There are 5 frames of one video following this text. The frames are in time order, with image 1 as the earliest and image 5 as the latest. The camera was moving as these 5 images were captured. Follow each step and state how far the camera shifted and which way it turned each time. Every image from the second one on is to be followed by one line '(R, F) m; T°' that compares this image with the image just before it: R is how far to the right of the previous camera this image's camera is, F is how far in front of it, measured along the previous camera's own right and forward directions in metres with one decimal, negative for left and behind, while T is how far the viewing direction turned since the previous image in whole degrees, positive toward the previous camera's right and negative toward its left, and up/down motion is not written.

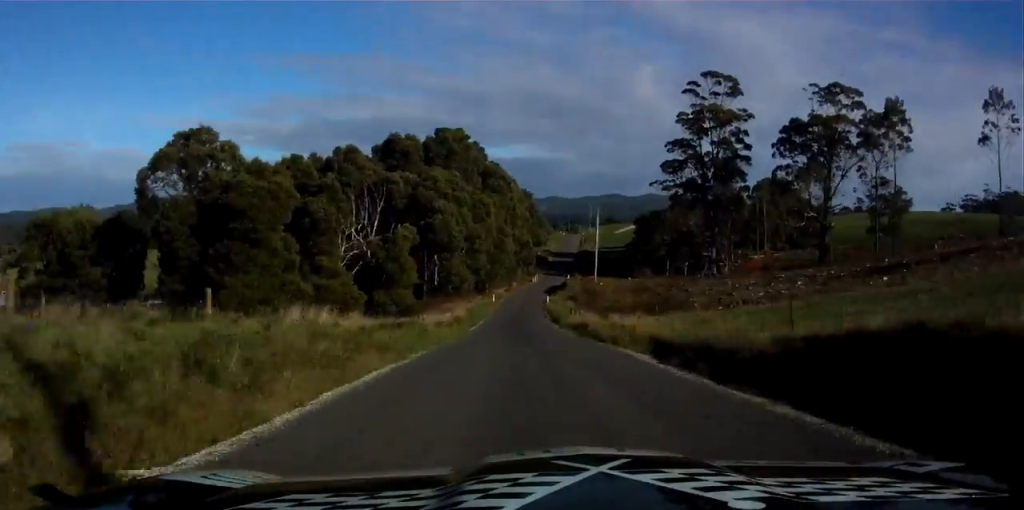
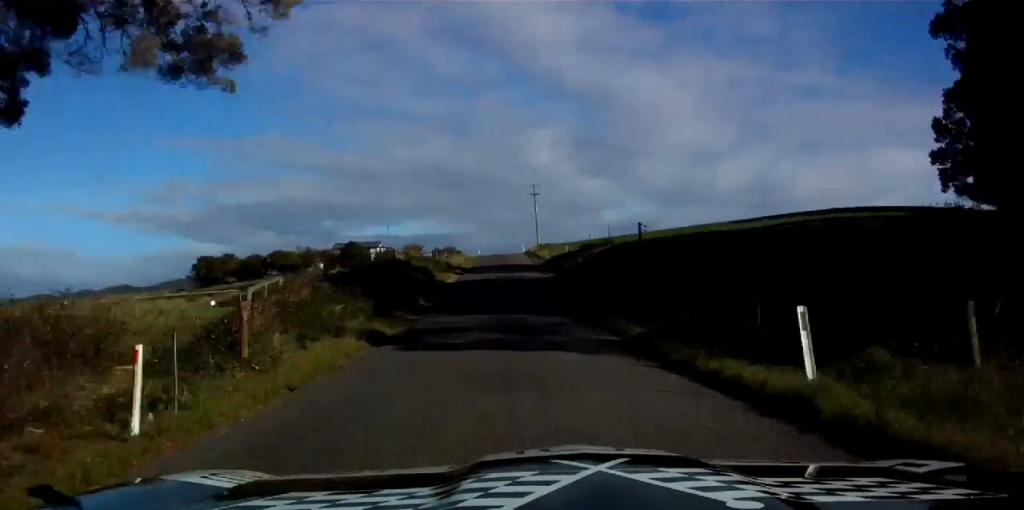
(+5.5, +165.4) m; +3°
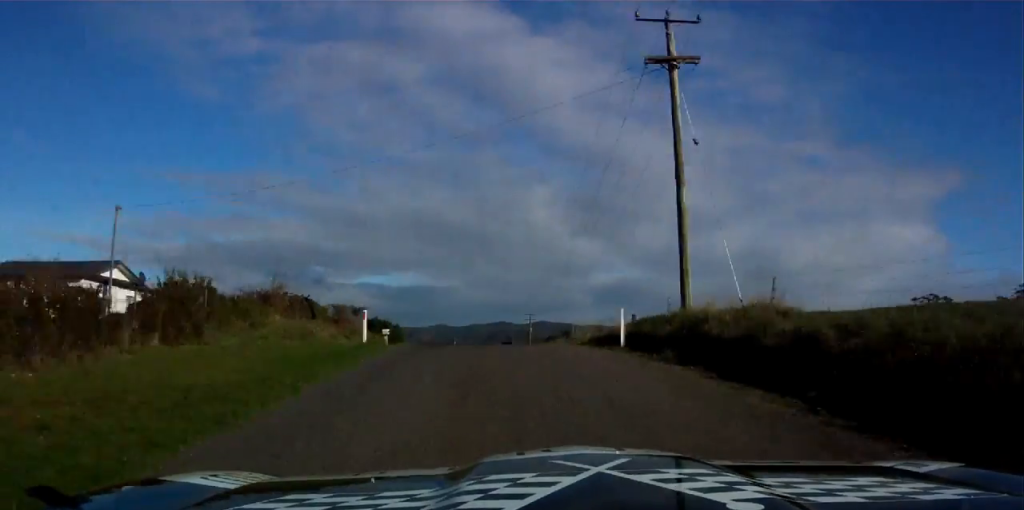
(+0.7, +108.2) m; +2°
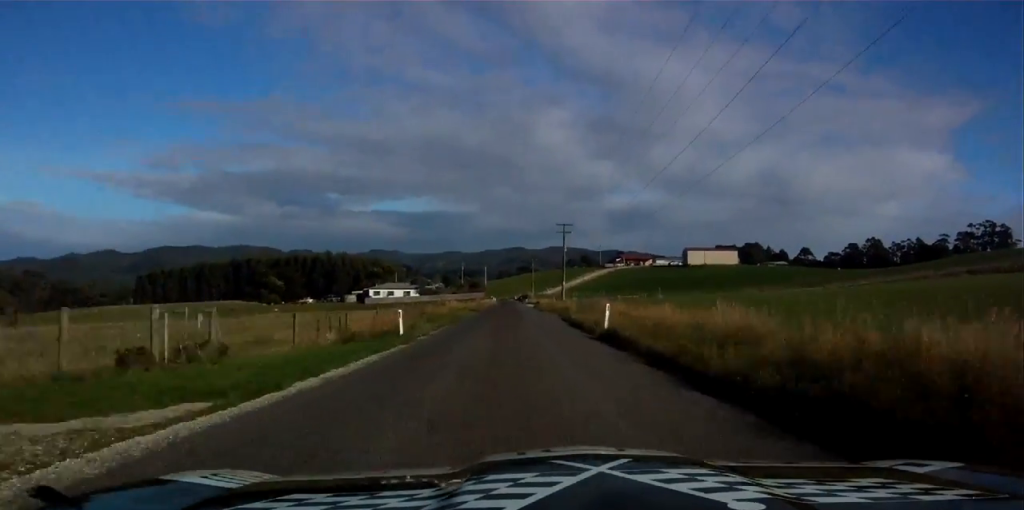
(+0.9, +60.5) m; +1°
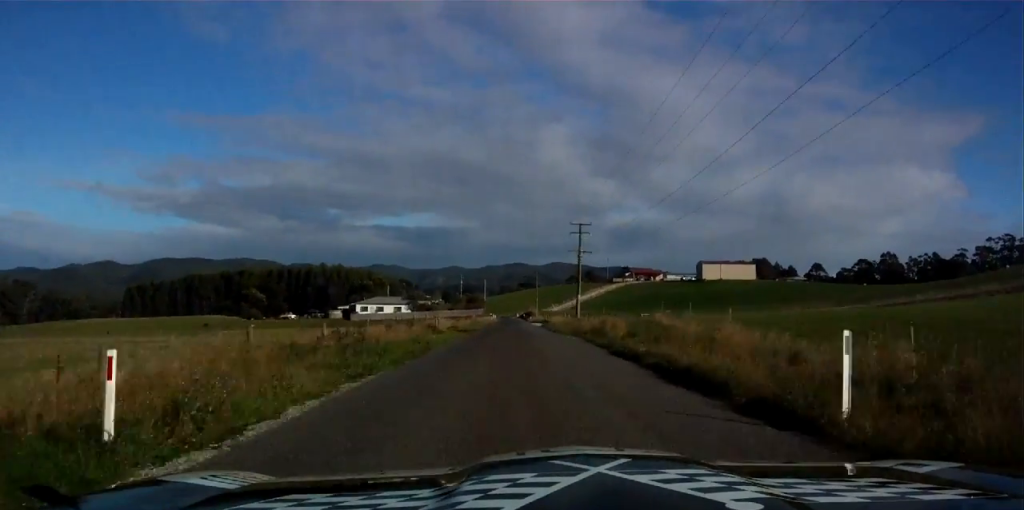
(0.0, +20.5) m; 0°
